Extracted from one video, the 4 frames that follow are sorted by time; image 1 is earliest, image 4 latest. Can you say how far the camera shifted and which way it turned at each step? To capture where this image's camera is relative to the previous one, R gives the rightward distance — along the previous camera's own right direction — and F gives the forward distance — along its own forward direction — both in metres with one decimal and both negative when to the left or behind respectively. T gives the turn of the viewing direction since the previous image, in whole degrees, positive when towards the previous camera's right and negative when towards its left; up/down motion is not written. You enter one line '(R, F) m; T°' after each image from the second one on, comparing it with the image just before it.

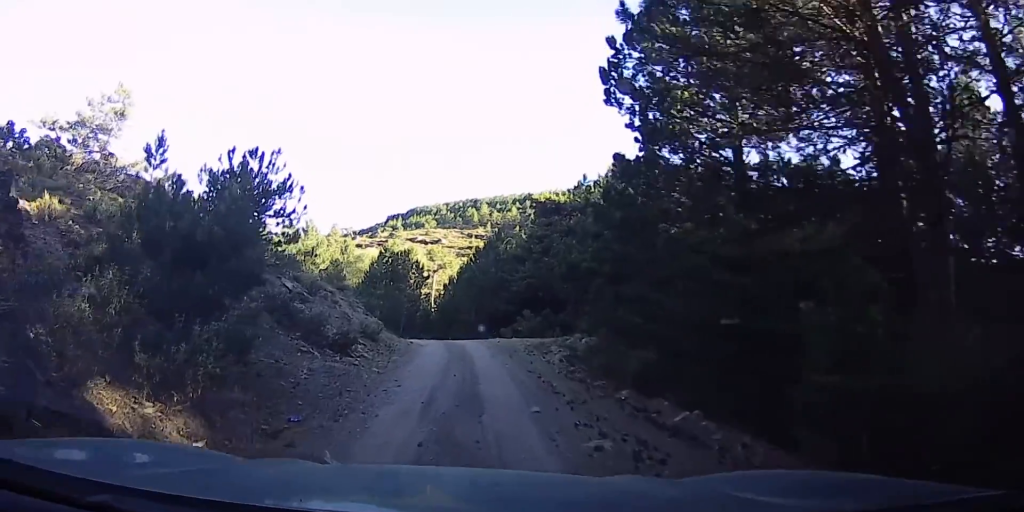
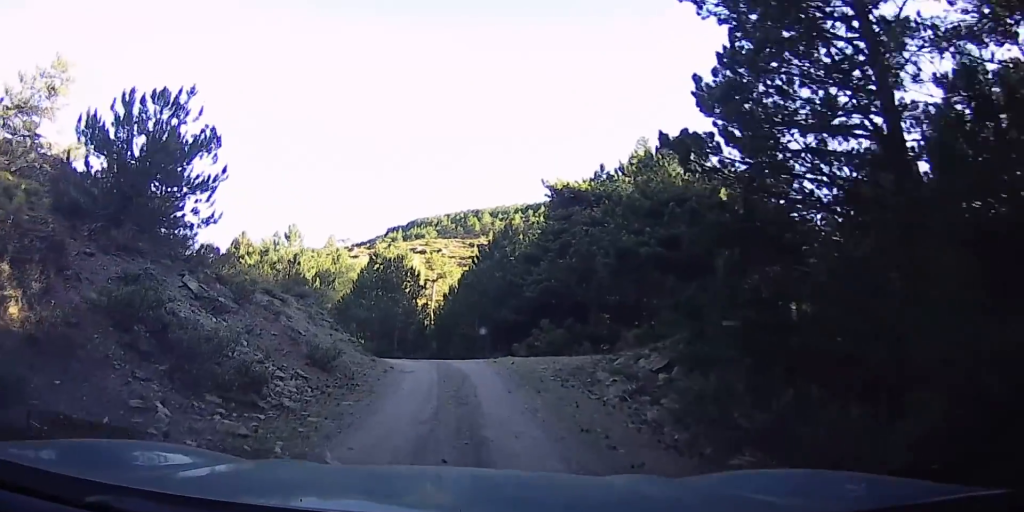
(+0.2, +7.6) m; +2°
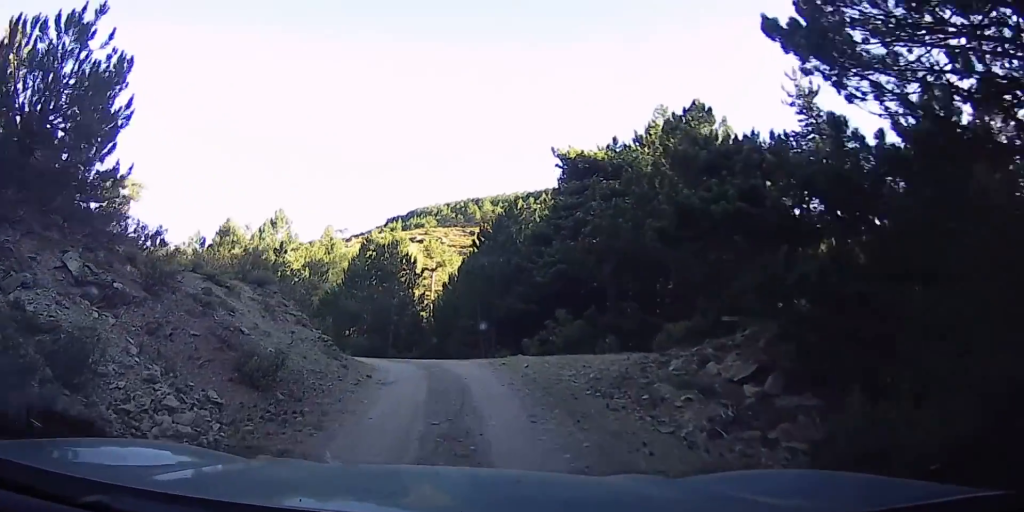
(0.0, +4.7) m; 0°
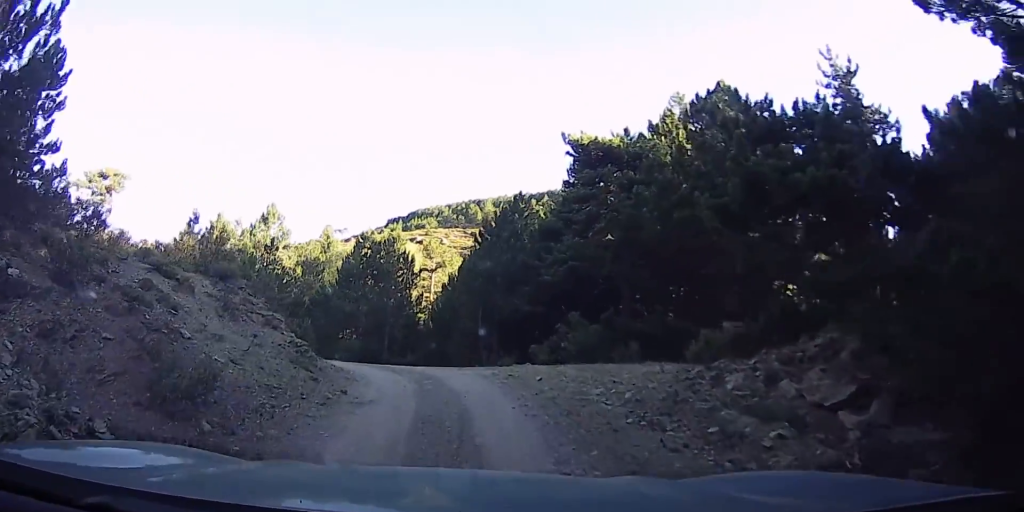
(0.0, +2.8) m; -1°
